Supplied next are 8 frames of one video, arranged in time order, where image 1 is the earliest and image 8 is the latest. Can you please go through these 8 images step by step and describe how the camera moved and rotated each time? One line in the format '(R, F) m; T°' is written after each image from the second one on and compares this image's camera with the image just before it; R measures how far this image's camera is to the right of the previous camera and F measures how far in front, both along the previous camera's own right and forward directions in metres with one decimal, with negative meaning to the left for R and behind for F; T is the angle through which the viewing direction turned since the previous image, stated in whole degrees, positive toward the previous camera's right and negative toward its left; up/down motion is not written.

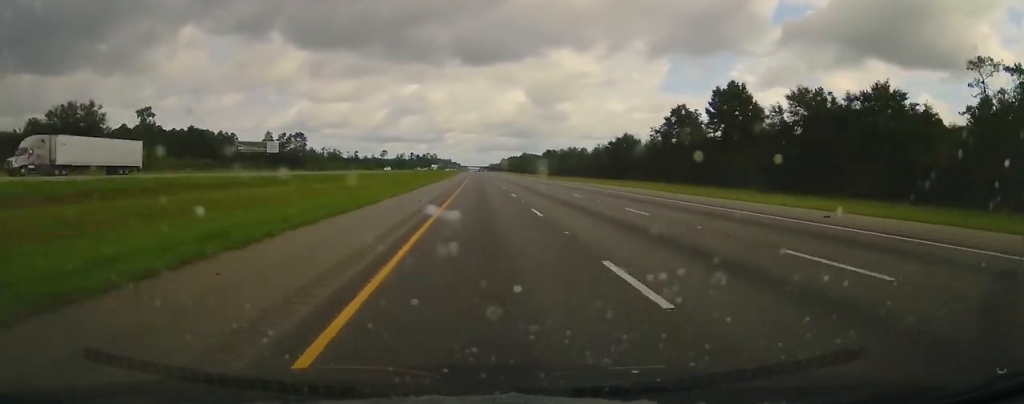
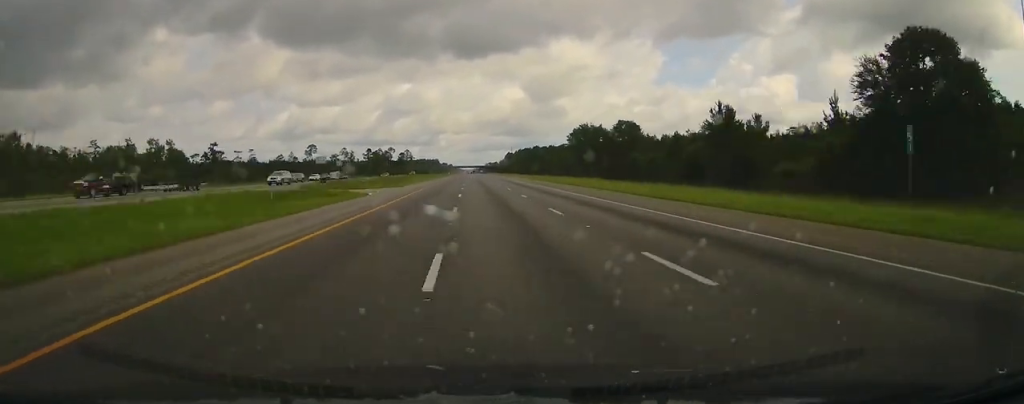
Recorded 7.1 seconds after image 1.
(+1.3, +249.6) m; 0°
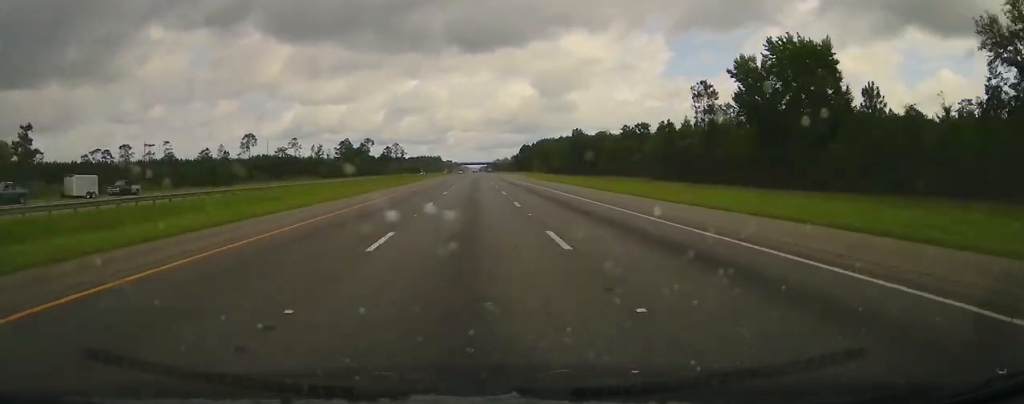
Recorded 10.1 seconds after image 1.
(-1.9, +120.9) m; -1°
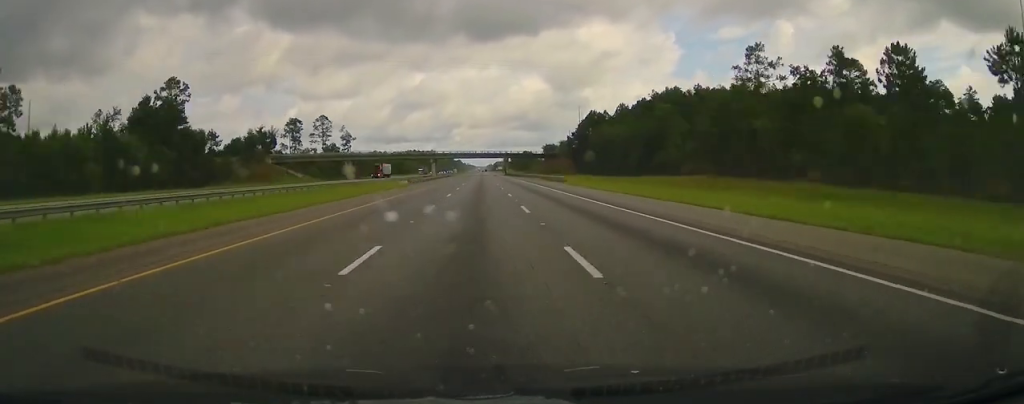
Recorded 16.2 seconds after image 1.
(-0.4, +202.5) m; 0°
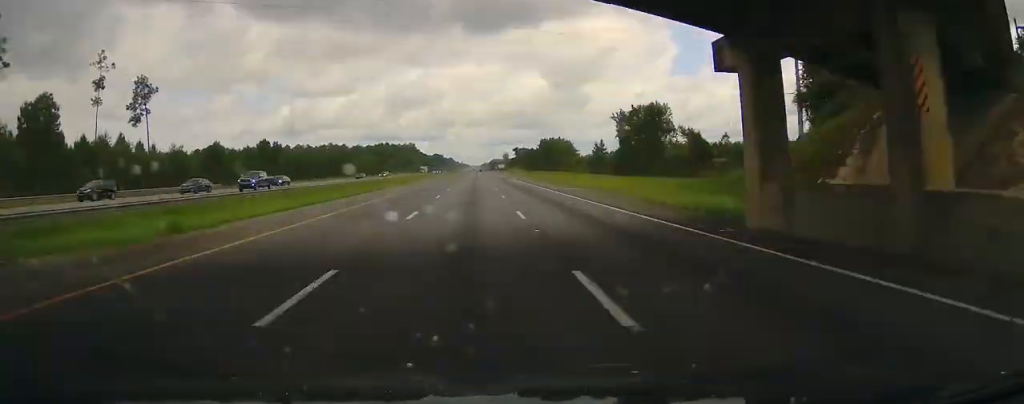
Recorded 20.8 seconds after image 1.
(+0.4, +164.2) m; 0°
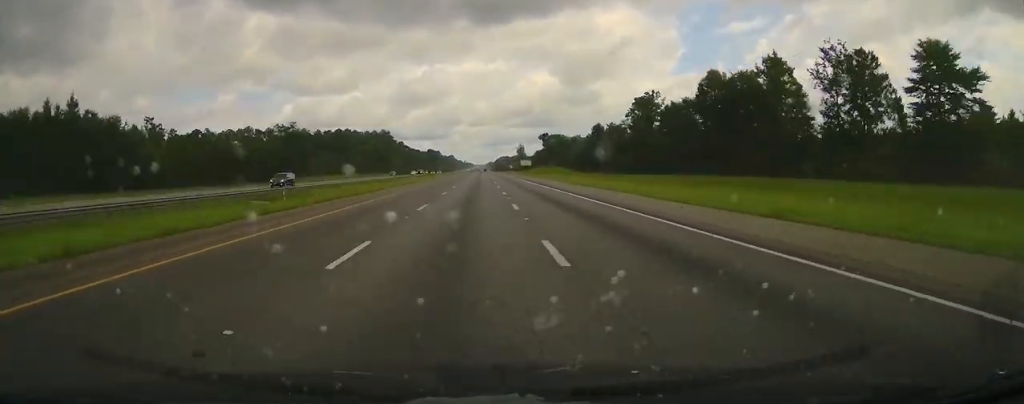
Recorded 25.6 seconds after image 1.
(-0.6, +171.4) m; 0°
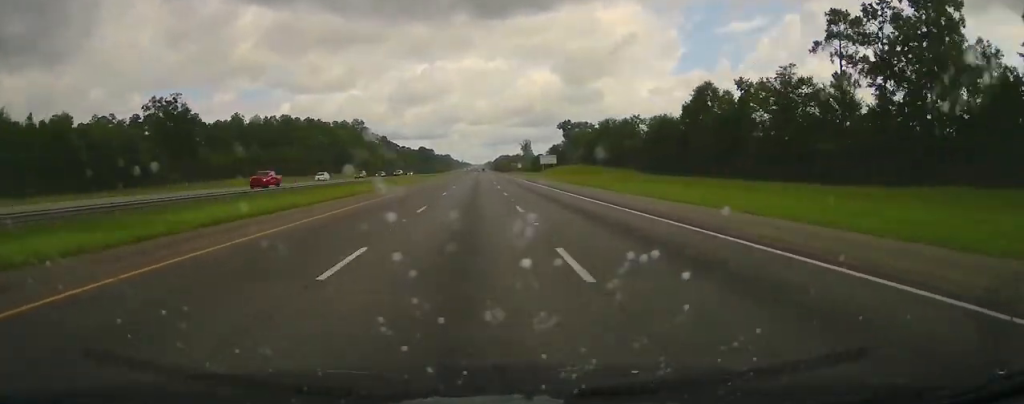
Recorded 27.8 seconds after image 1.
(0.0, +75.0) m; 0°
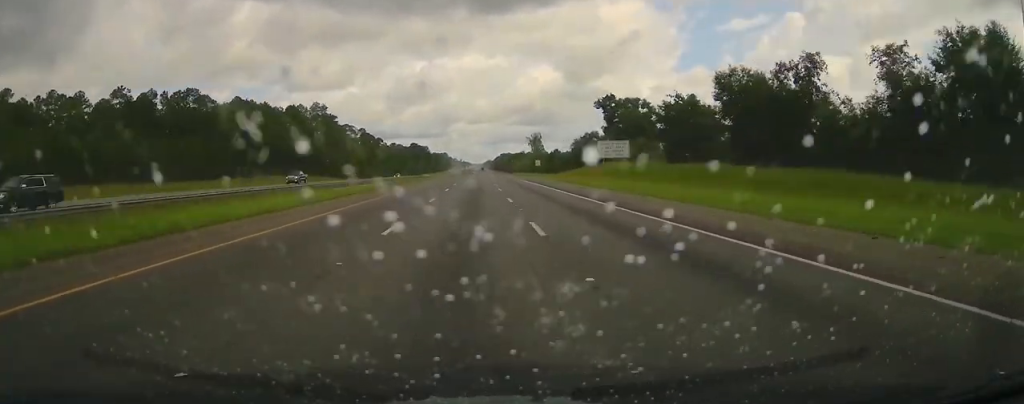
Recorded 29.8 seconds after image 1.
(+0.3, +68.7) m; 0°
